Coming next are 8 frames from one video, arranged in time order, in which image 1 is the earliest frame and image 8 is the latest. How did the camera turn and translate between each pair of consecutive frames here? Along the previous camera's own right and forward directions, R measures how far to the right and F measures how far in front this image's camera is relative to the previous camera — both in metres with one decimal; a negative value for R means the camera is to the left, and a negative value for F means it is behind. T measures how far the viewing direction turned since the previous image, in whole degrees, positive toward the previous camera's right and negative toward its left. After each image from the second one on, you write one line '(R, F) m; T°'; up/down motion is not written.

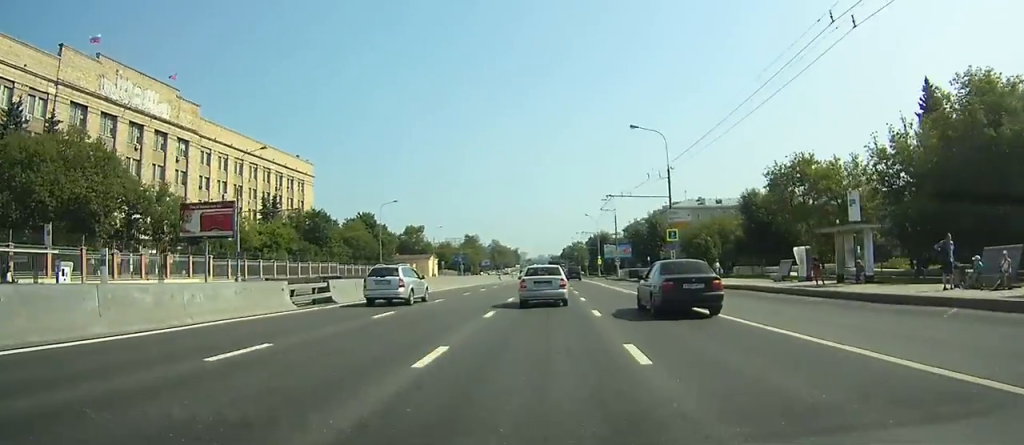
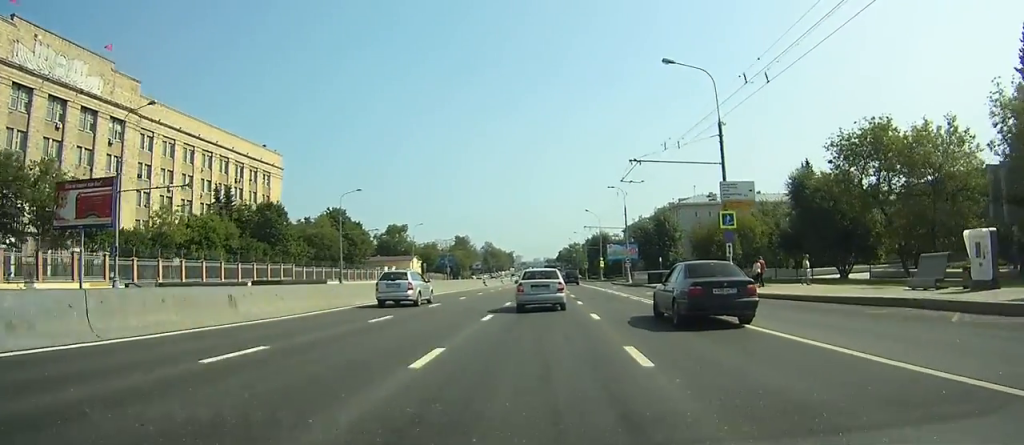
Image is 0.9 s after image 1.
(0.0, +16.1) m; 0°
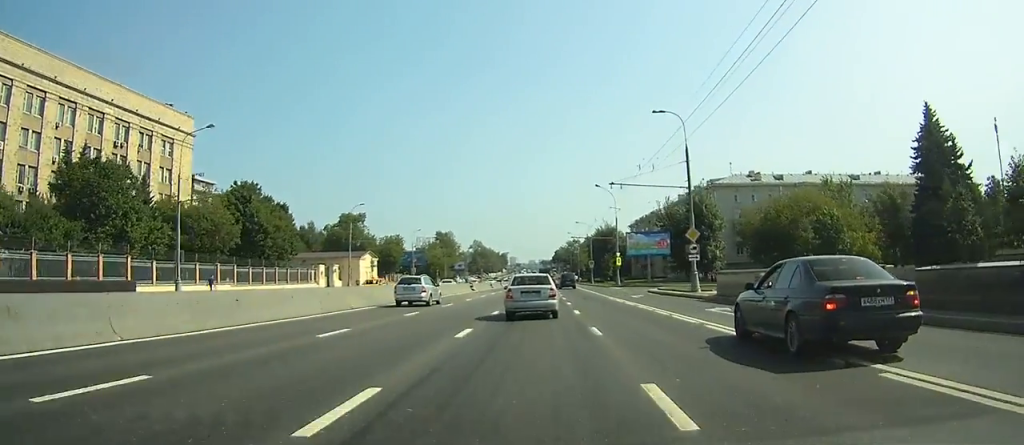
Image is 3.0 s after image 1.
(+0.4, +35.2) m; +1°
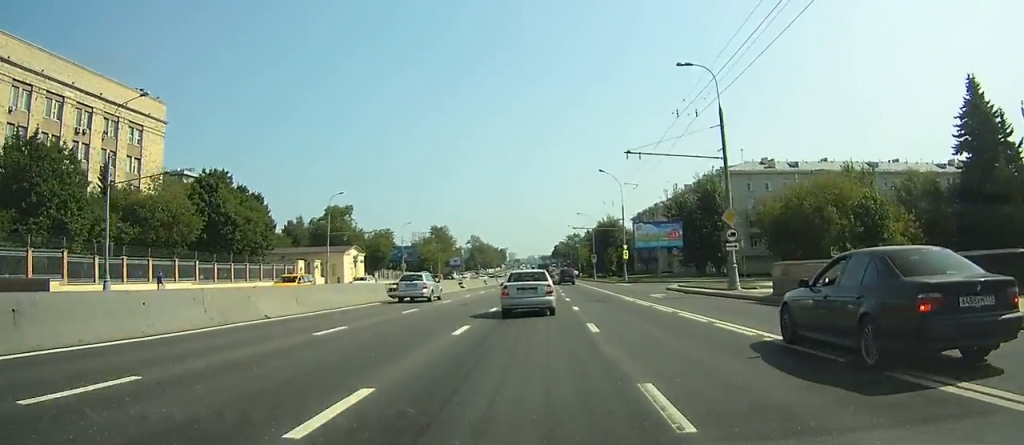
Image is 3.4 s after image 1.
(0.0, +8.2) m; 0°
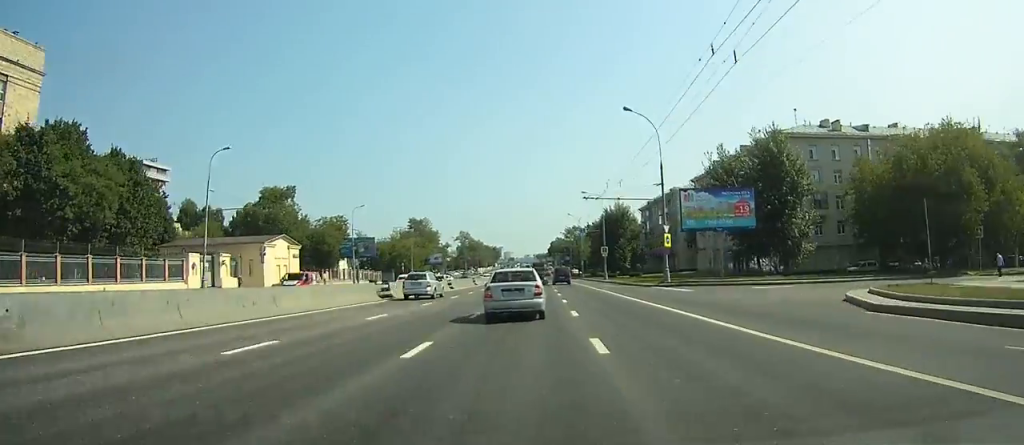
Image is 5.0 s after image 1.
(+0.1, +27.7) m; +1°
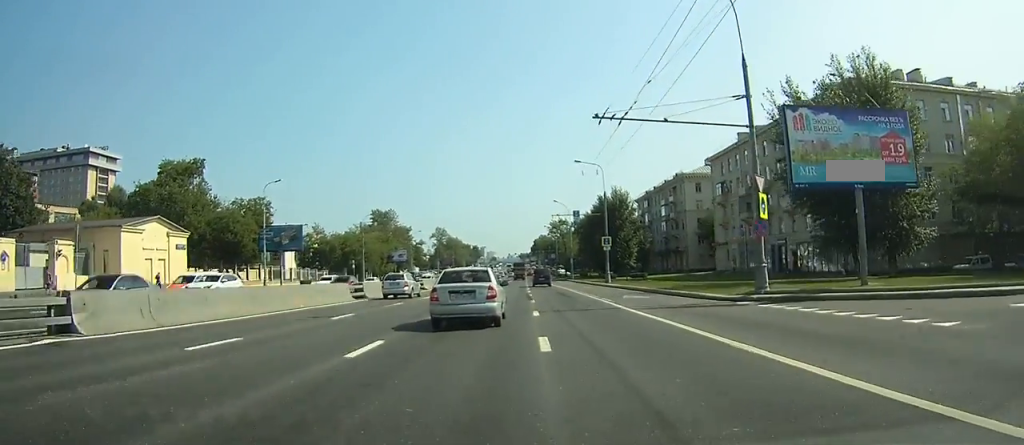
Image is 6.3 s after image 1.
(+0.2, +23.9) m; +1°
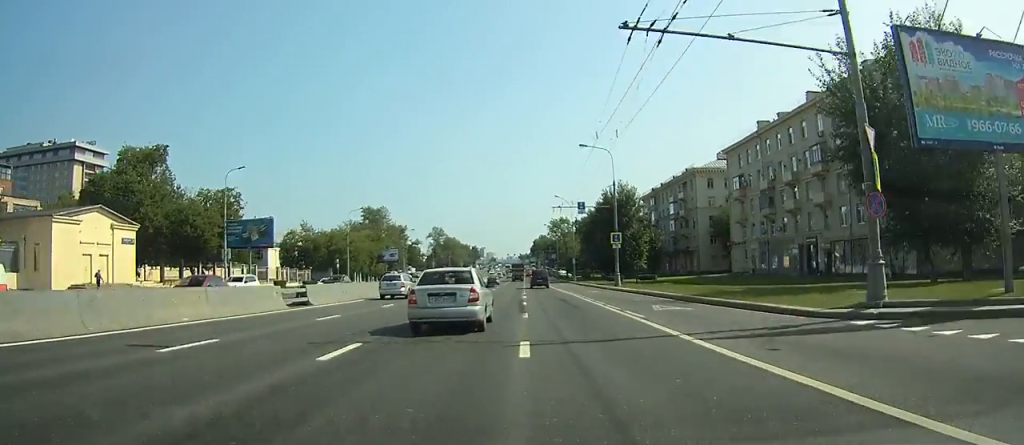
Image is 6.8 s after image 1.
(0.0, +8.4) m; 0°
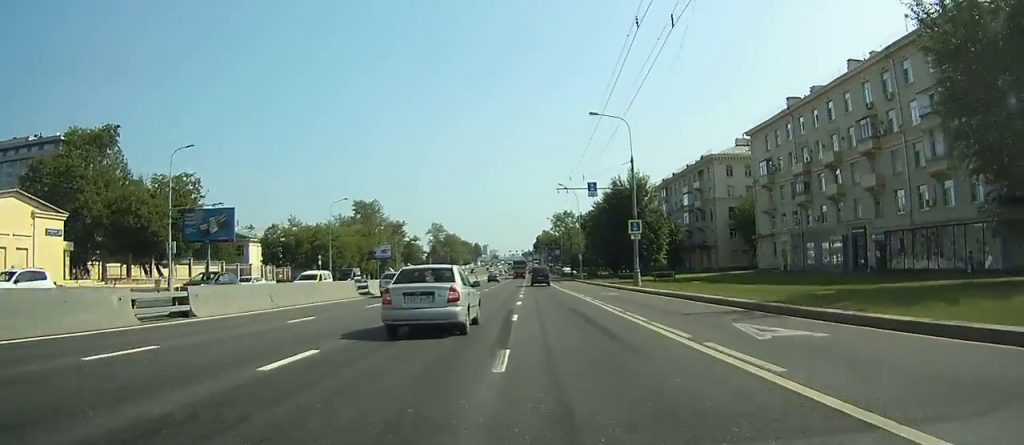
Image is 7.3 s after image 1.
(0.0, +9.7) m; 0°
